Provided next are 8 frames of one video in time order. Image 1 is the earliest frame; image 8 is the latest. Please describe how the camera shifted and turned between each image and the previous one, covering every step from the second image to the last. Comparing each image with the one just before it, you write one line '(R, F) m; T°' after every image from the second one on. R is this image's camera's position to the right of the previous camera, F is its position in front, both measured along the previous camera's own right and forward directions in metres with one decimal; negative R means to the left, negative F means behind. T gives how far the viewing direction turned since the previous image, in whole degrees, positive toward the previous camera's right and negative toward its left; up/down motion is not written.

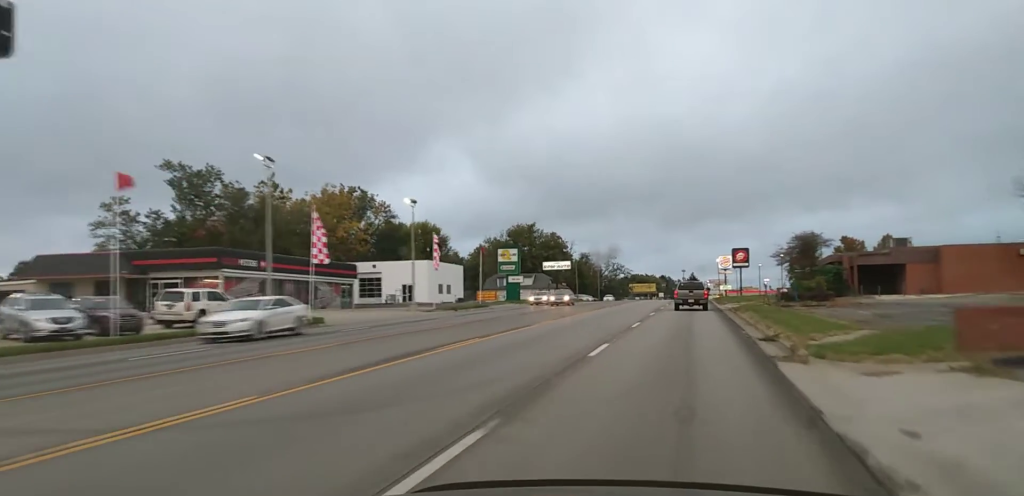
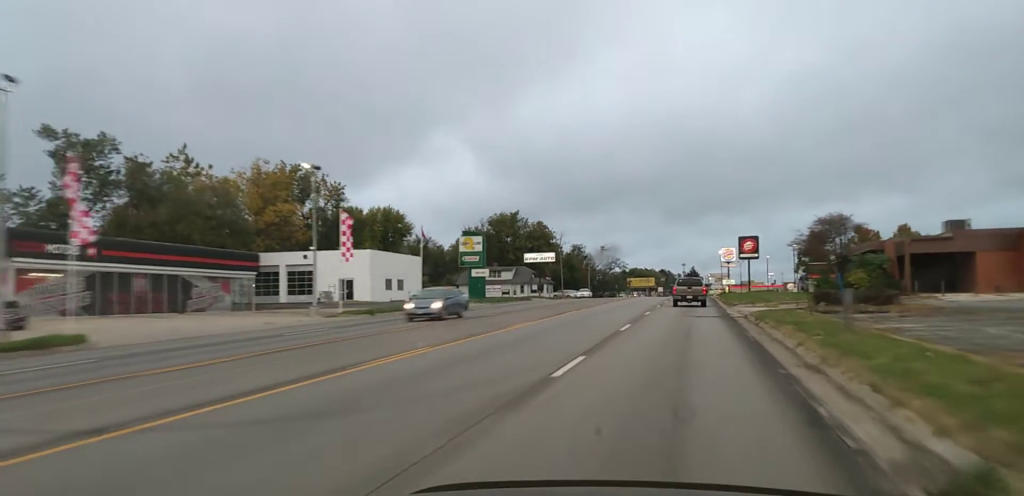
(+0.3, +15.9) m; 0°
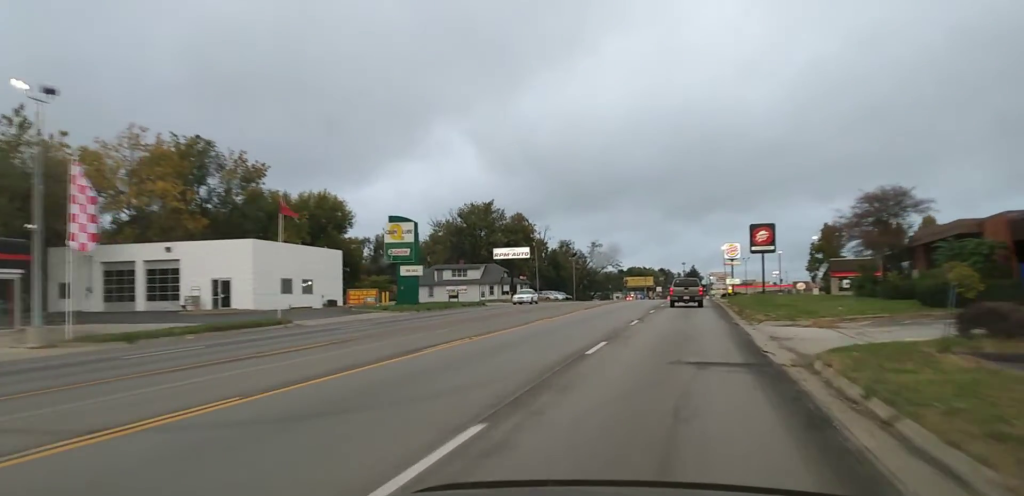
(-0.5, +20.0) m; -4°
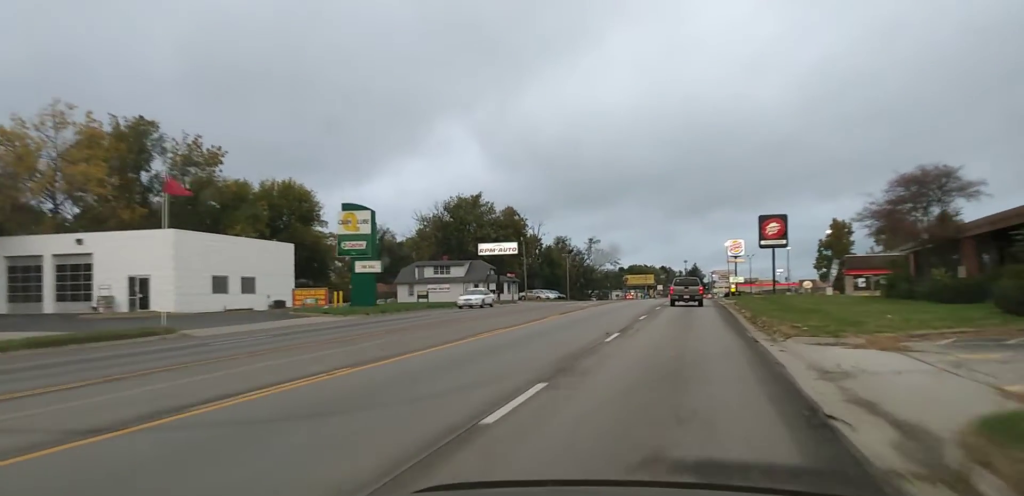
(-0.4, +8.6) m; 0°
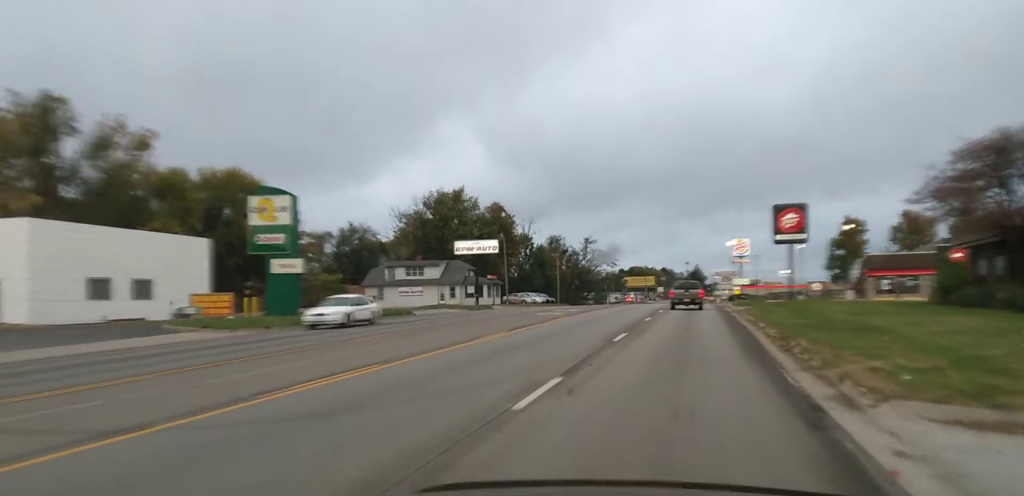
(+0.1, +10.8) m; 0°
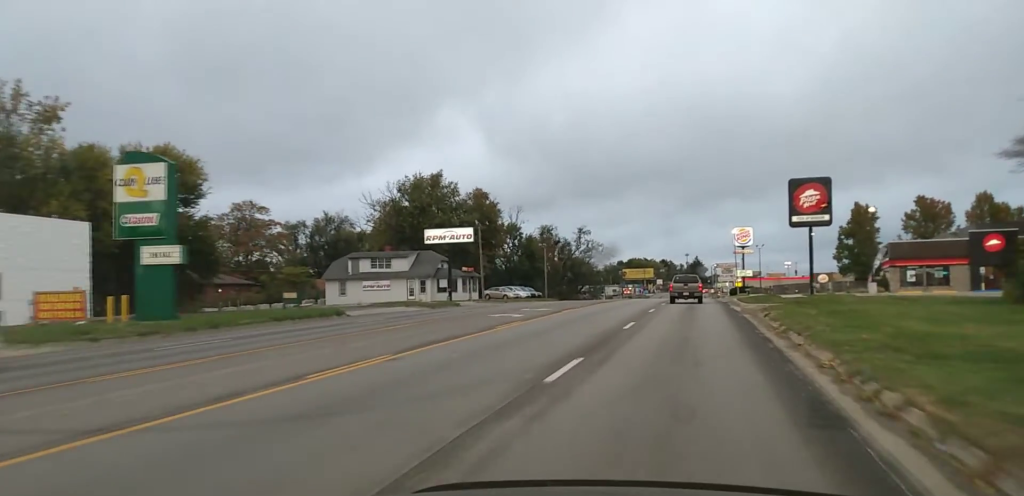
(+0.5, +10.7) m; -1°
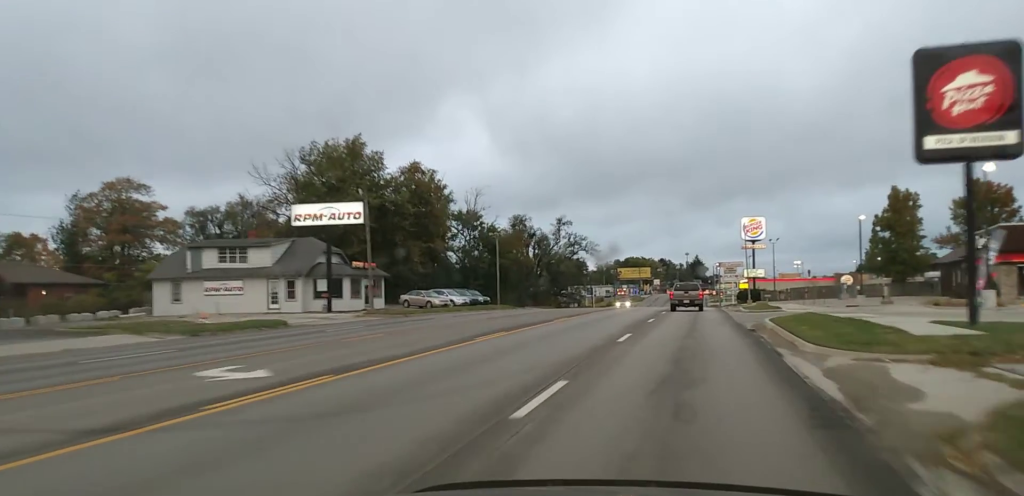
(-0.6, +25.7) m; -1°
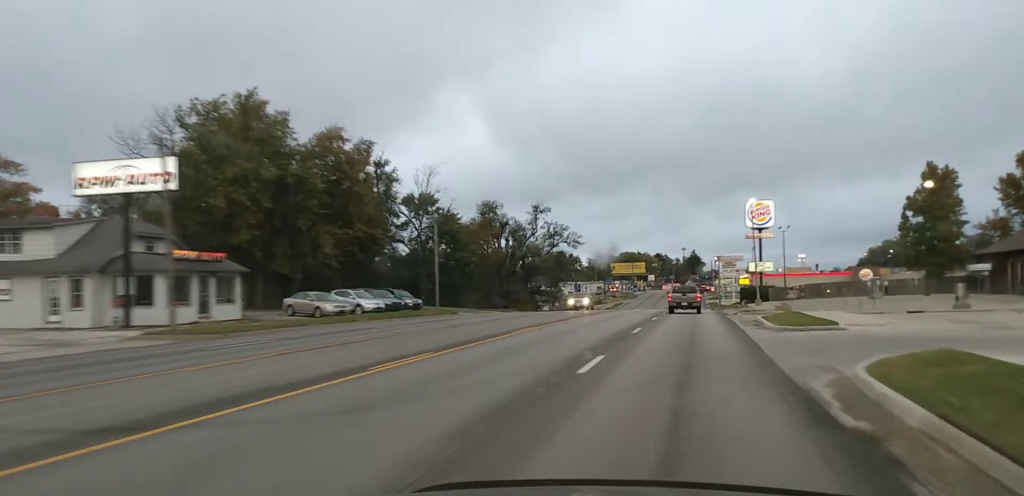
(-0.5, +19.2) m; 0°
